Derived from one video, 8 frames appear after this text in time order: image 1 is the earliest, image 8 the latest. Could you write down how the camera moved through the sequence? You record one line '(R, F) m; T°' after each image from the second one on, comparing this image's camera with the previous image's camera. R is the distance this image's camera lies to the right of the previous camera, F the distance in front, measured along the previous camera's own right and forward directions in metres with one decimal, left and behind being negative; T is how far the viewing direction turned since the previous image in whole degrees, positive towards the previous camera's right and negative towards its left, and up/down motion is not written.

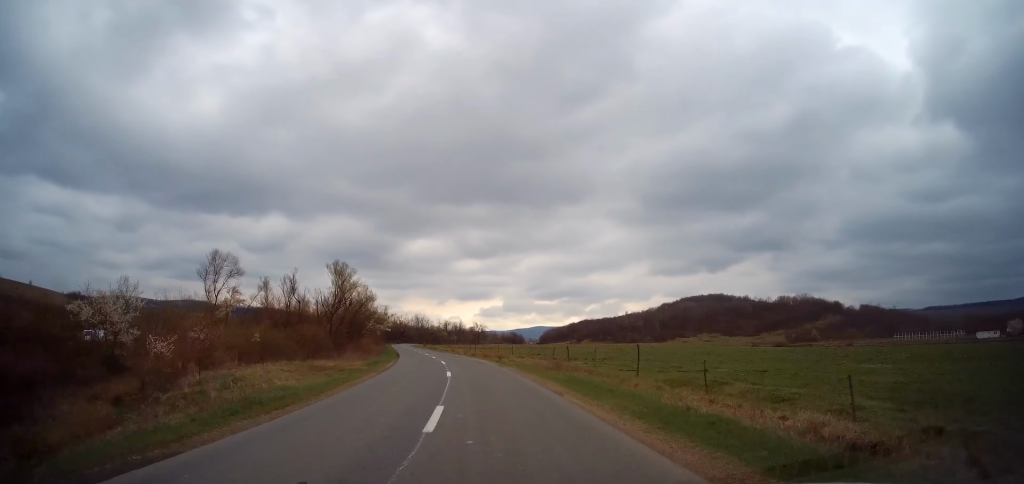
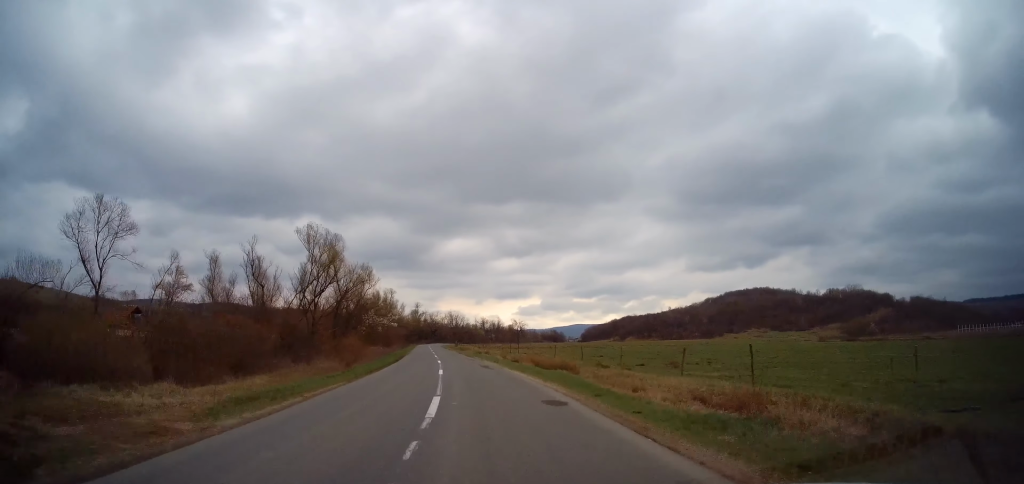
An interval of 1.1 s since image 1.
(-0.7, +22.7) m; -4°
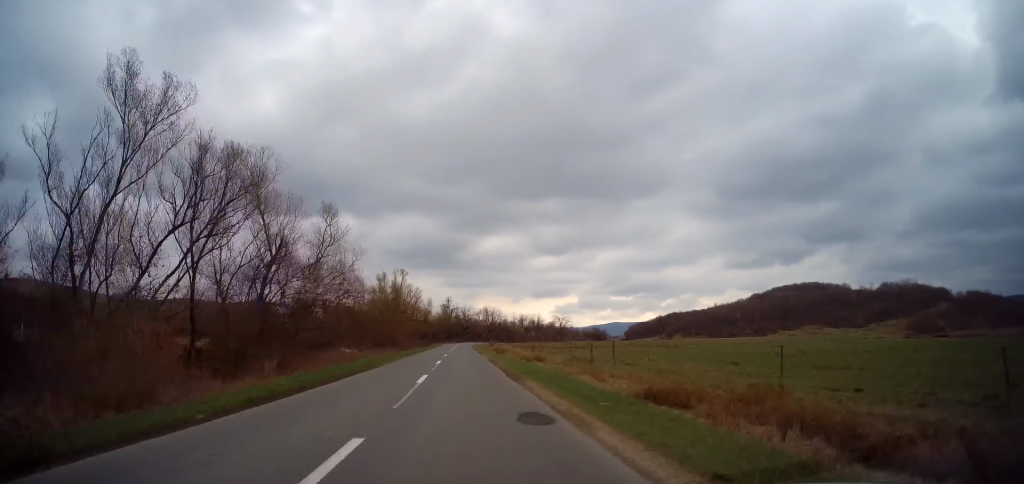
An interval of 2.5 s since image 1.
(-1.0, +29.3) m; -4°
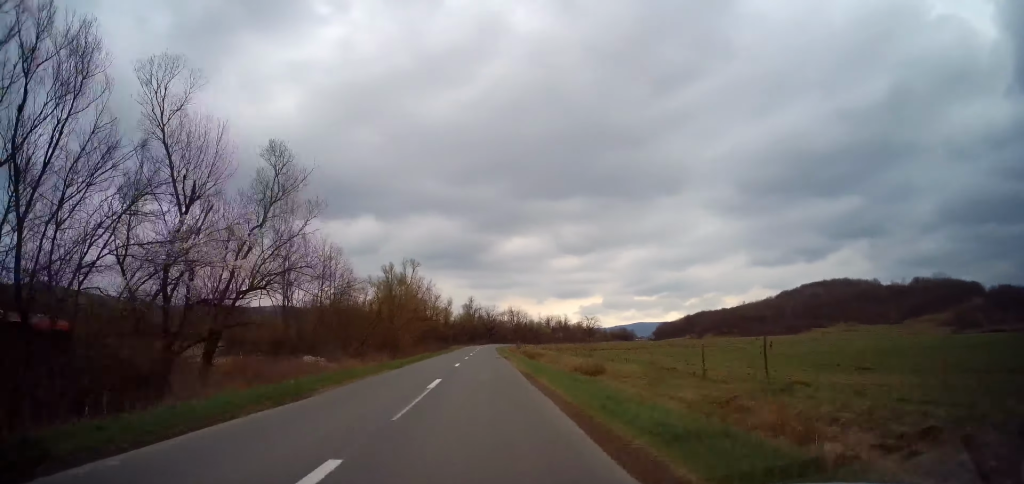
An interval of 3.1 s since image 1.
(-0.3, +13.2) m; -1°
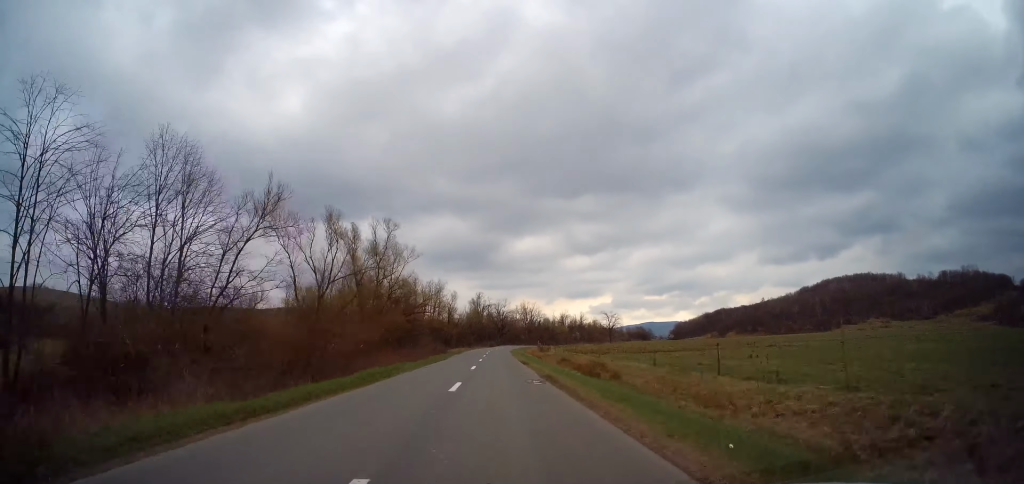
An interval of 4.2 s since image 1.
(-0.5, +24.3) m; -1°
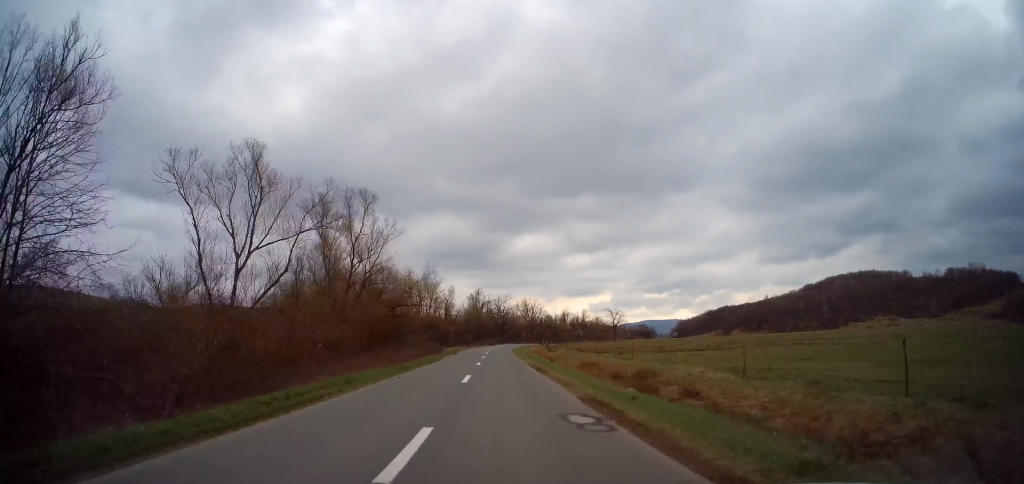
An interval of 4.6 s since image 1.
(-0.1, +8.9) m; 0°
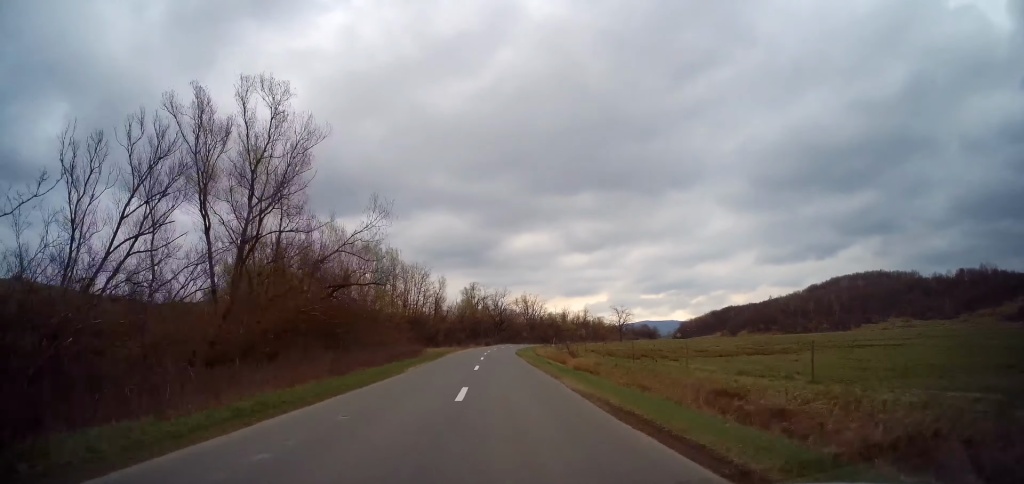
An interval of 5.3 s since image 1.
(+0.1, +17.0) m; +1°
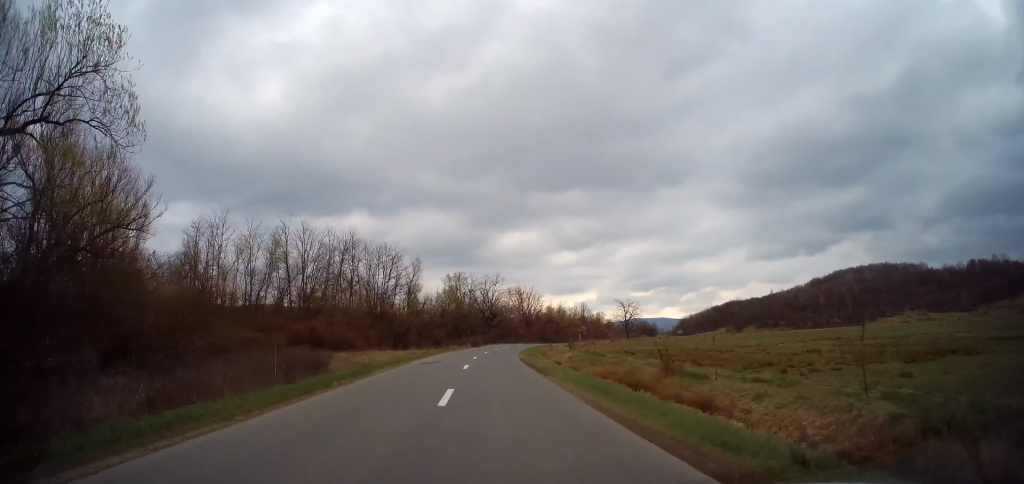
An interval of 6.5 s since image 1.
(+0.3, +24.9) m; +1°
